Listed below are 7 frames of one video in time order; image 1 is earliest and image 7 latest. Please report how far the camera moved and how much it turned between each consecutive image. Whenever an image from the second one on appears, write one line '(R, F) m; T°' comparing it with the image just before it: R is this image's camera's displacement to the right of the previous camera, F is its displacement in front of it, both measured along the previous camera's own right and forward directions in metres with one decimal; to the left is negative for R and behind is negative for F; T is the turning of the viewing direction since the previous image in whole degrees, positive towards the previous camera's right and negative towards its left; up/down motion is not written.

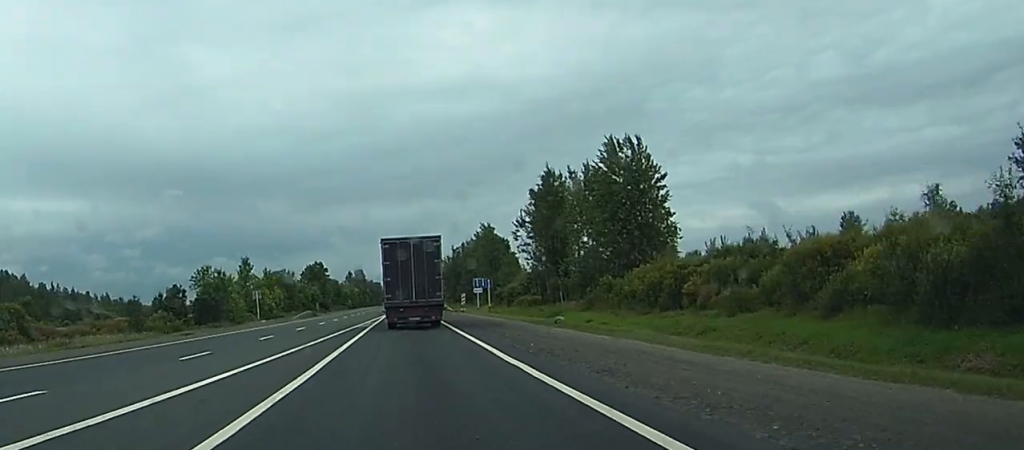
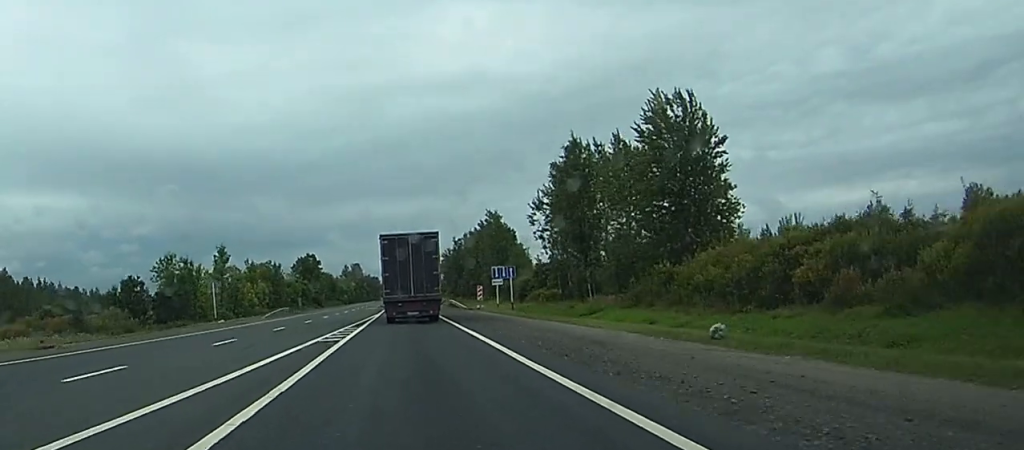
(0.0, +19.7) m; 0°
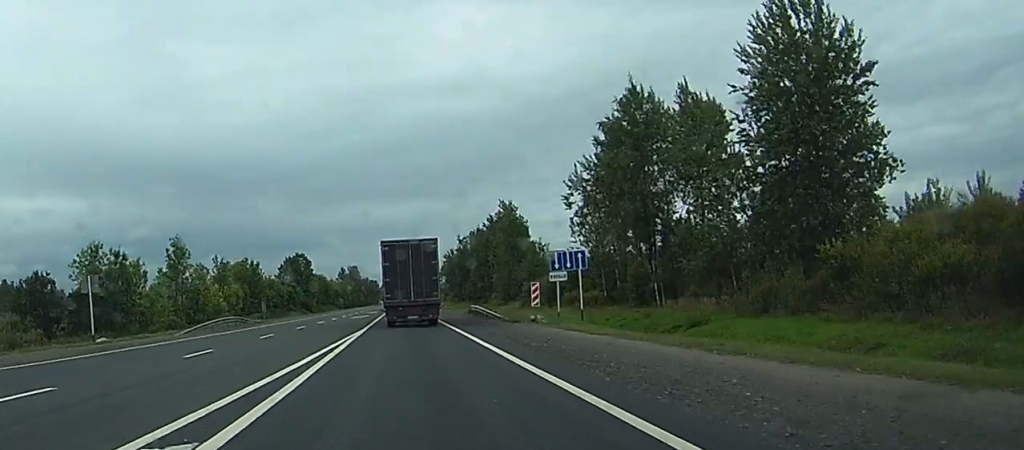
(+0.2, +27.6) m; 0°
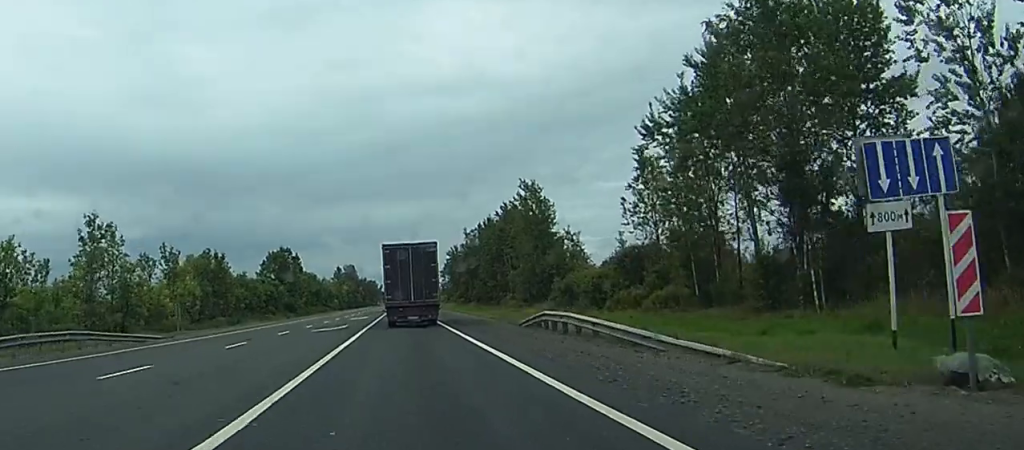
(-0.1, +30.4) m; -1°
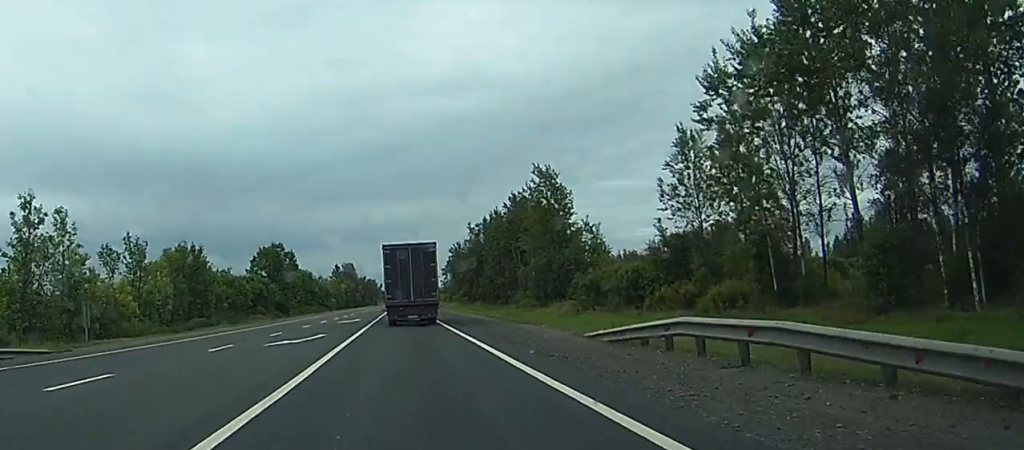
(0.0, +14.4) m; 0°
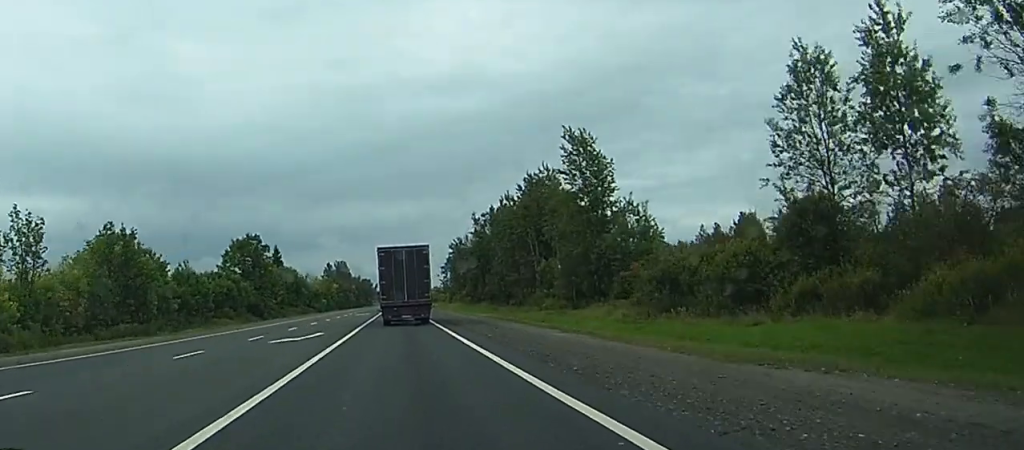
(-0.2, +27.4) m; 0°
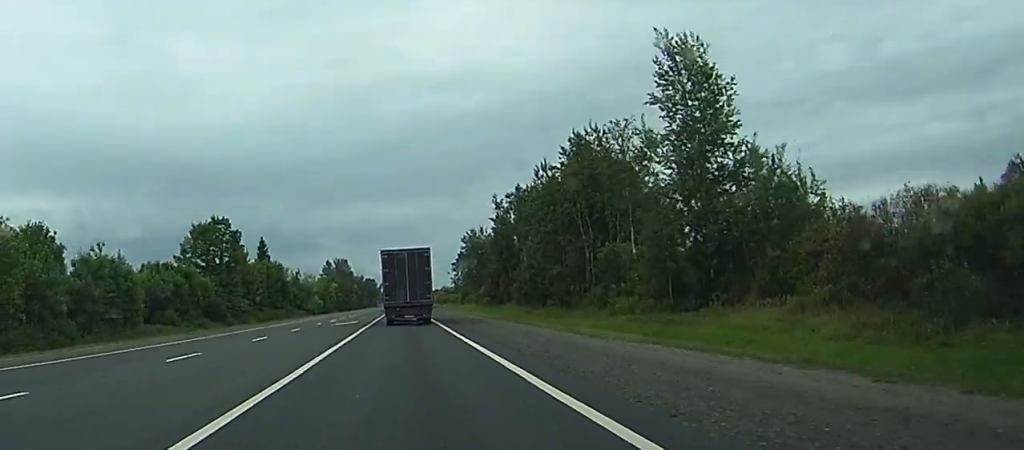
(+0.1, +35.8) m; 0°
